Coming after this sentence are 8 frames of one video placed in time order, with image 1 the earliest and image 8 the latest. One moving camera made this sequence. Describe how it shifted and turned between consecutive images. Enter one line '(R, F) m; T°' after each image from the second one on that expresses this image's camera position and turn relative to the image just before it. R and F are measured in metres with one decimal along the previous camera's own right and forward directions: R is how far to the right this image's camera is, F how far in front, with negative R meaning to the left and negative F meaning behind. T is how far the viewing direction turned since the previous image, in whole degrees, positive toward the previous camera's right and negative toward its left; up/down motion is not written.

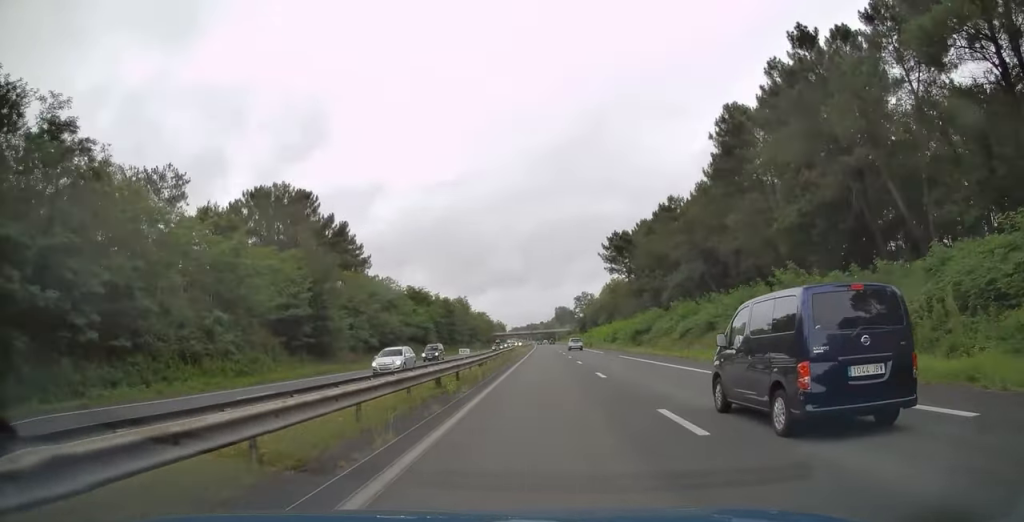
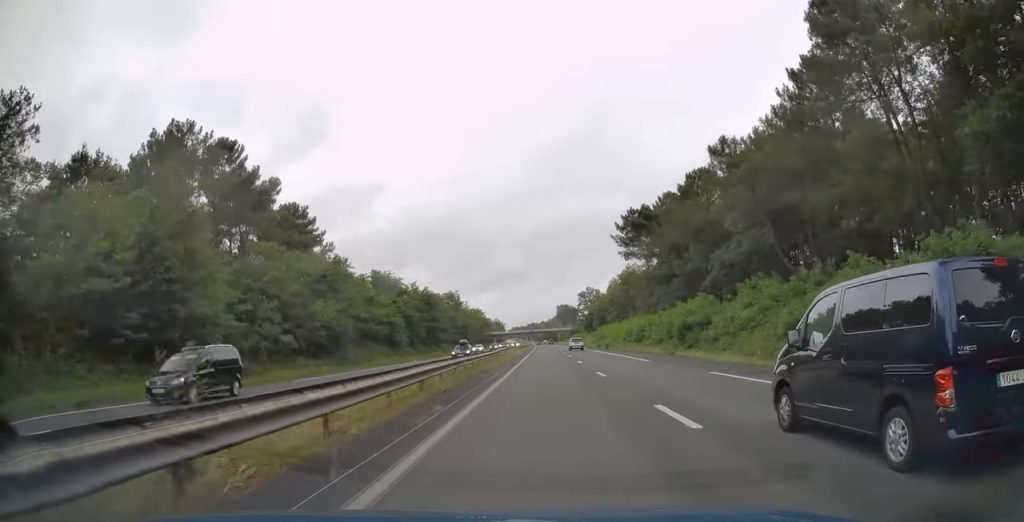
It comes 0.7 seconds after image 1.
(0.0, +25.6) m; 0°
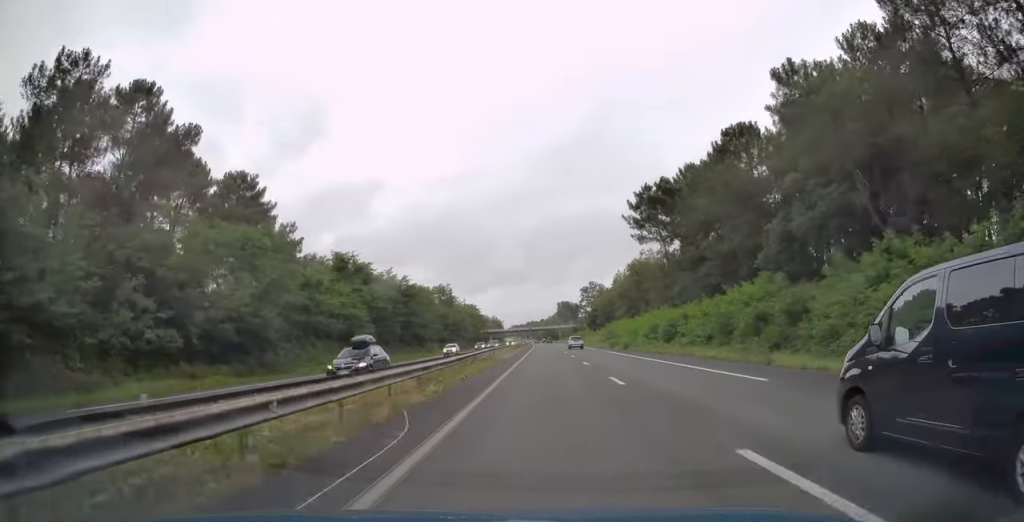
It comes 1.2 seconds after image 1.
(0.0, +17.9) m; 0°
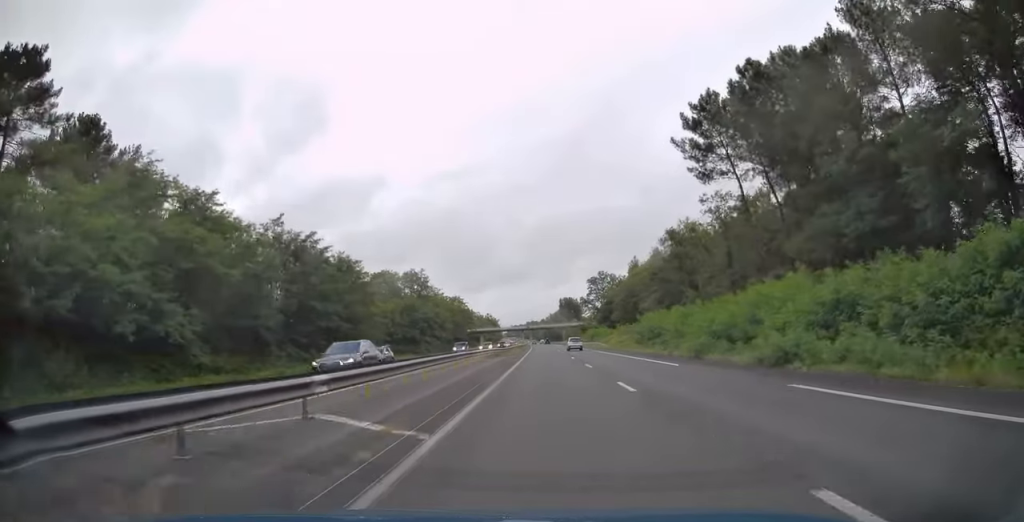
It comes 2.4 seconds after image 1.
(0.0, +41.0) m; 0°
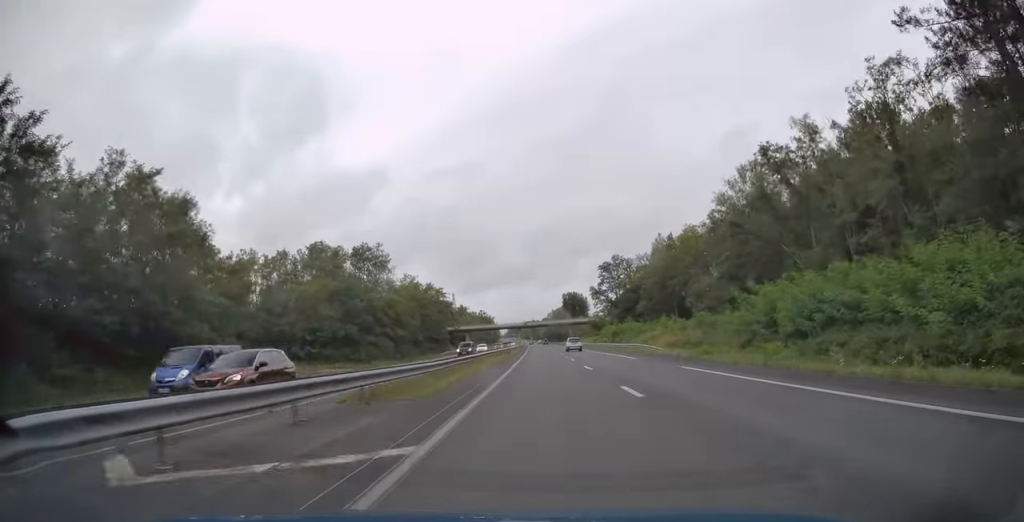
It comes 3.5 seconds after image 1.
(0.0, +40.4) m; 0°
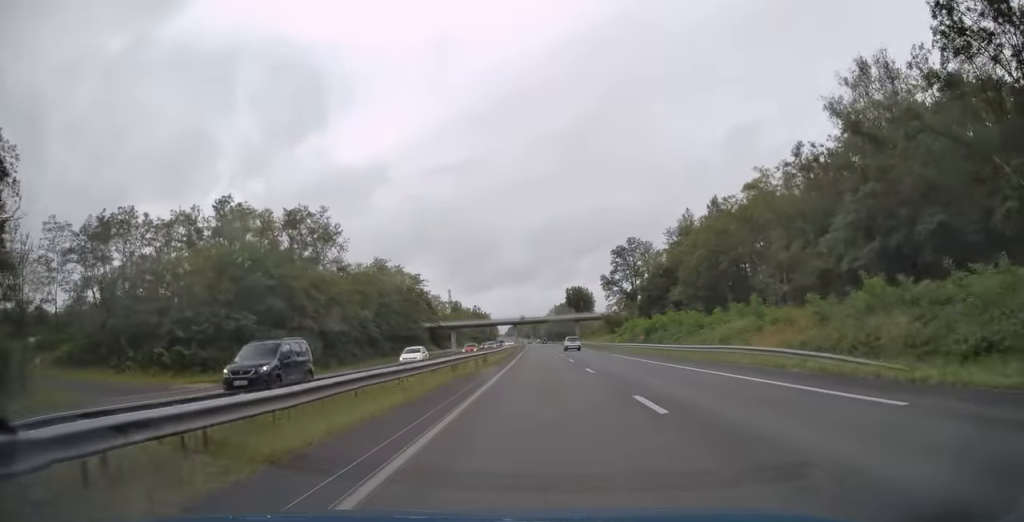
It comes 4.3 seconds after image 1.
(0.0, +29.0) m; 0°
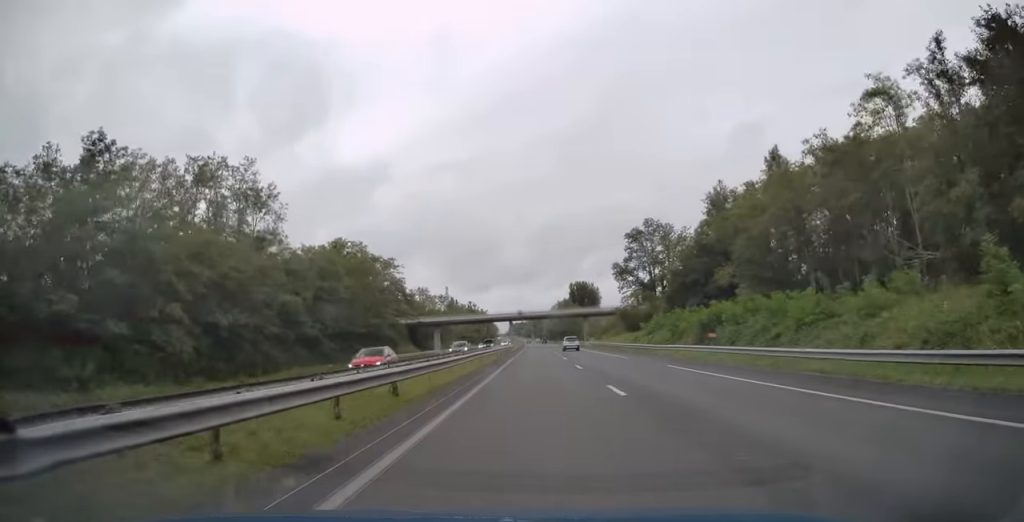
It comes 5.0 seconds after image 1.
(-0.1, +22.5) m; 0°
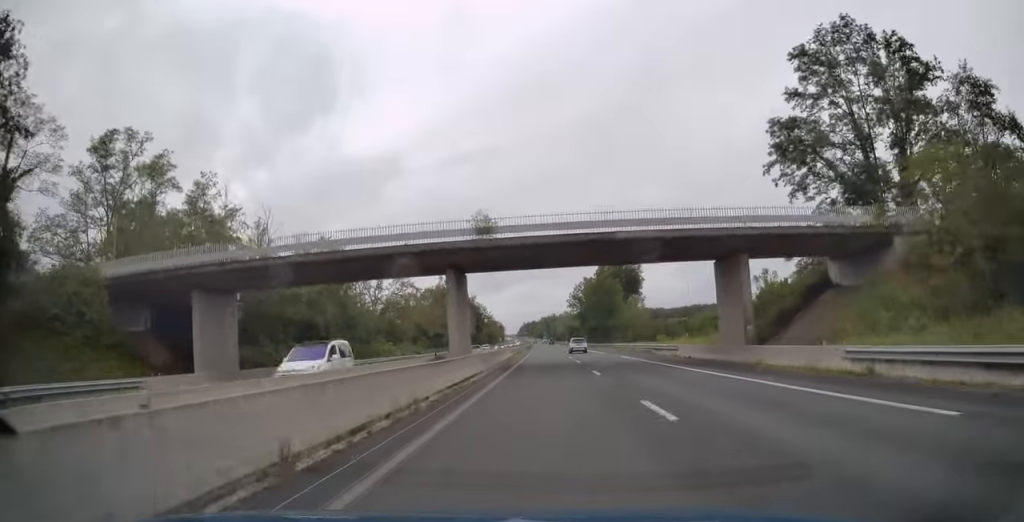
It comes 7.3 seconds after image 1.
(-0.5, +82.0) m; -1°
